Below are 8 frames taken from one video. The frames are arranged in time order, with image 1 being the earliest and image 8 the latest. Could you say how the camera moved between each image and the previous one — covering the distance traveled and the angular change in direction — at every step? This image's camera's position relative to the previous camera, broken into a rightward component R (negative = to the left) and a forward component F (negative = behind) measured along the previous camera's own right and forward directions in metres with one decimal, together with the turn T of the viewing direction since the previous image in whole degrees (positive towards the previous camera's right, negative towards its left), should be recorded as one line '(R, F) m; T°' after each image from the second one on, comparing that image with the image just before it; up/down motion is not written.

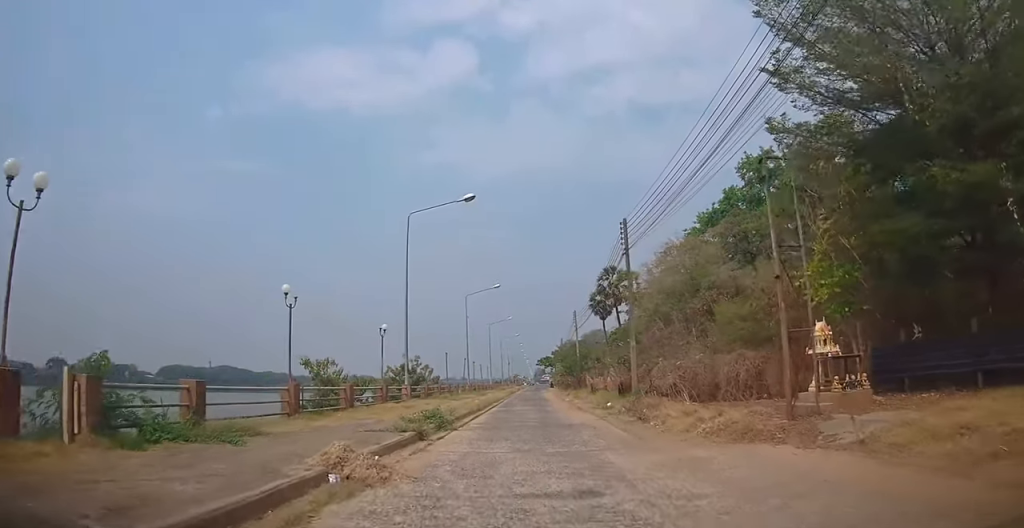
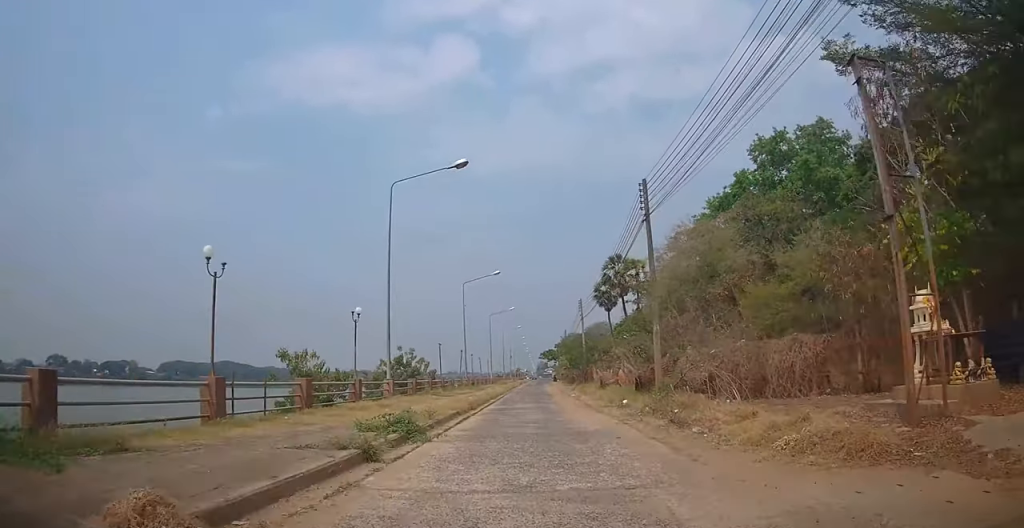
(+0.1, +4.2) m; +1°
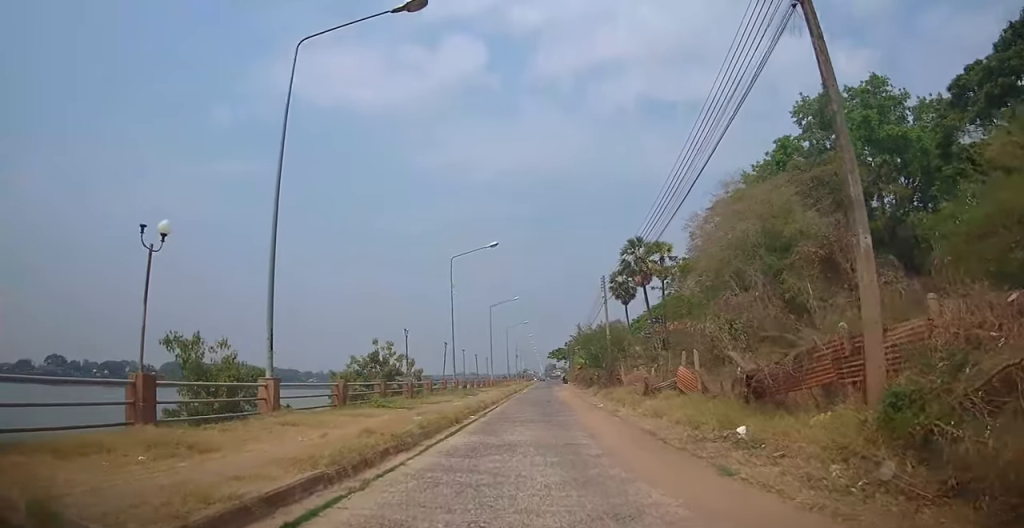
(+0.2, +12.7) m; -1°
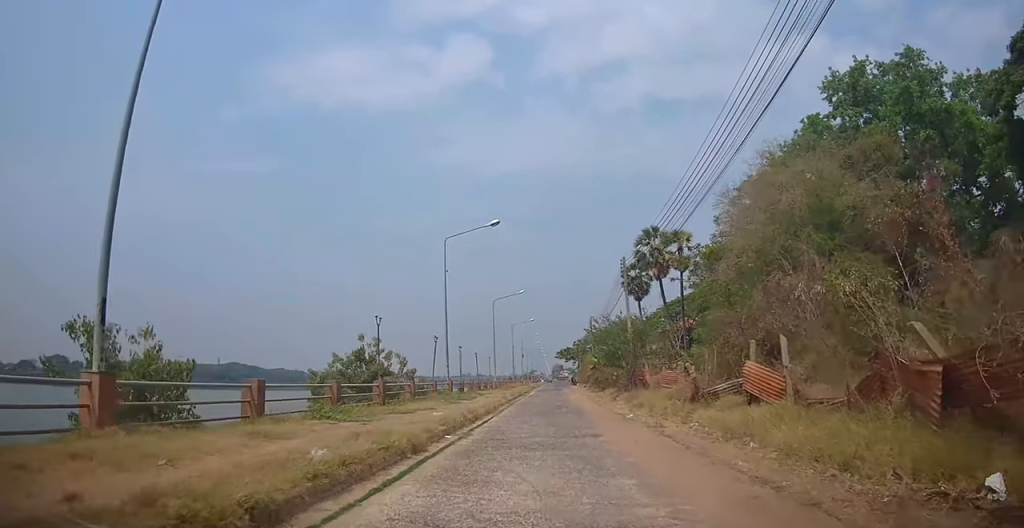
(-0.1, +6.2) m; -1°
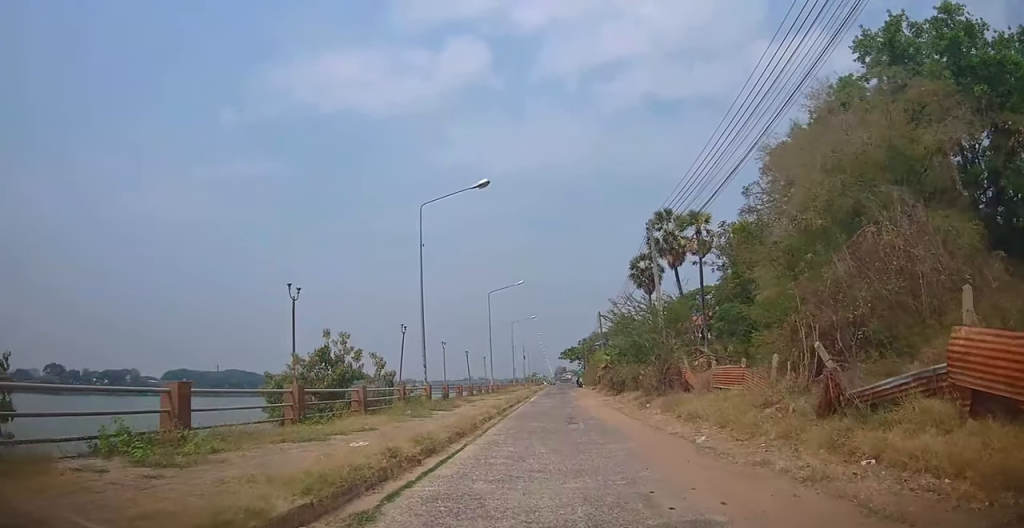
(0.0, +8.0) m; -2°
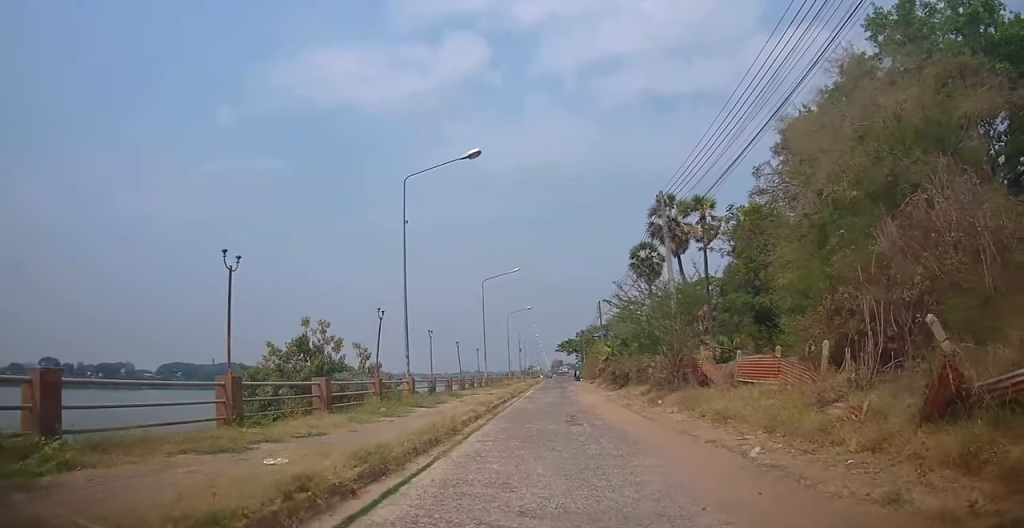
(-0.1, +2.9) m; -1°
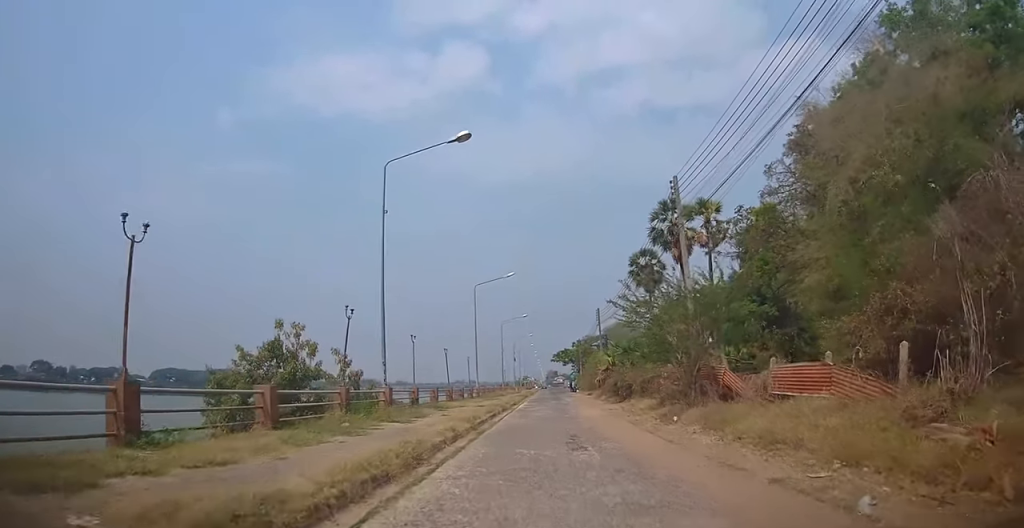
(-0.1, +3.0) m; -1°
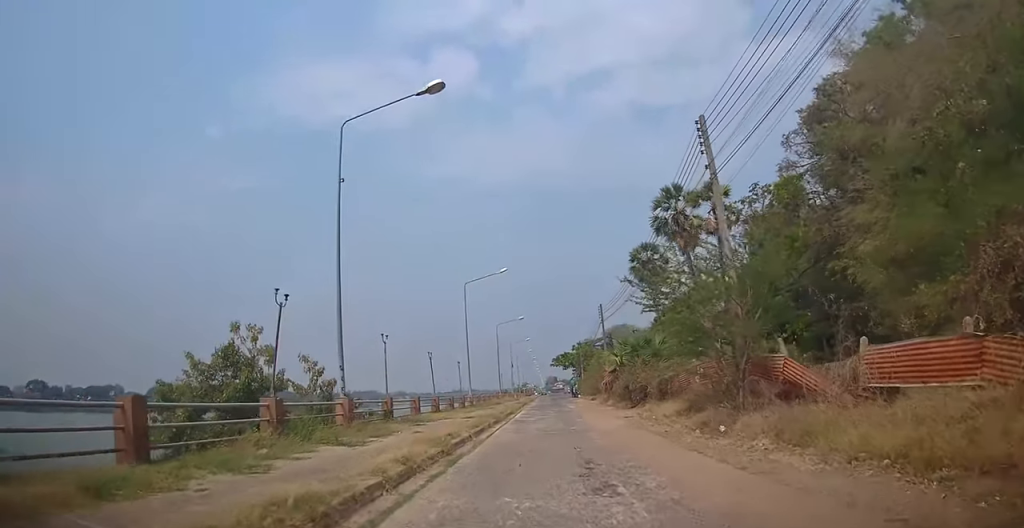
(0.0, +4.6) m; +2°
